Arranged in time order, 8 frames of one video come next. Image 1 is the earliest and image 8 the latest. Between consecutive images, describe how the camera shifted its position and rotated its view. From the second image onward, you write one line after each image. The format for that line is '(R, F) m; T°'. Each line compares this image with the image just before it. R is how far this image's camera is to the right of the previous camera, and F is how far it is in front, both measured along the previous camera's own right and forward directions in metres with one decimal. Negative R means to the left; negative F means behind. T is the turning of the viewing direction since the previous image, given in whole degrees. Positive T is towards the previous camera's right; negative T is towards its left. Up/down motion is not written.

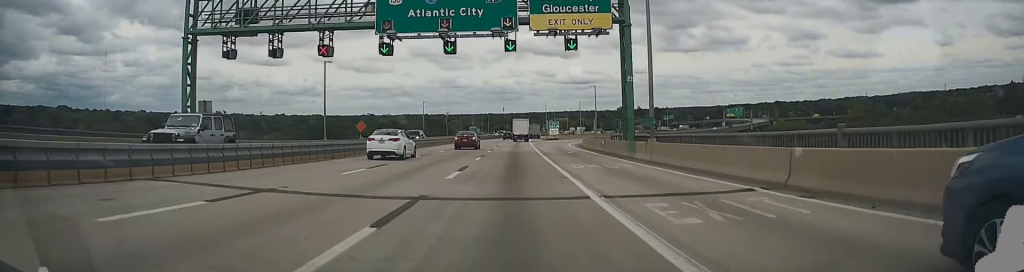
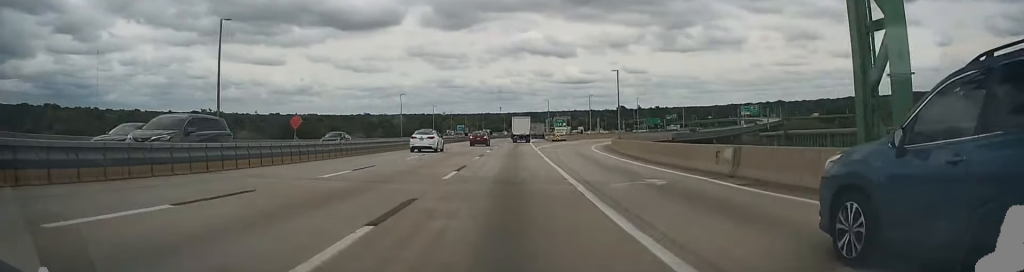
(-0.1, +24.3) m; 0°
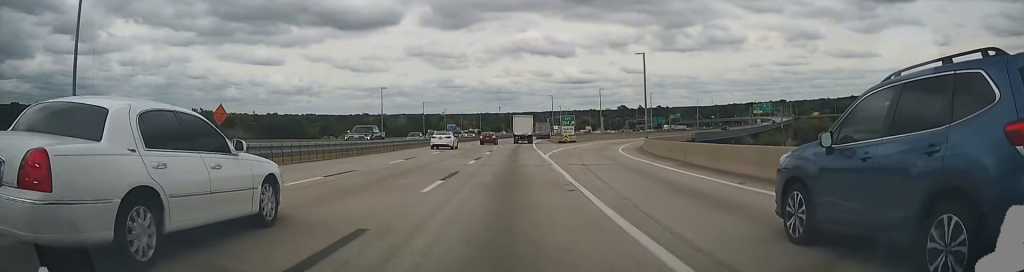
(0.0, +16.2) m; 0°
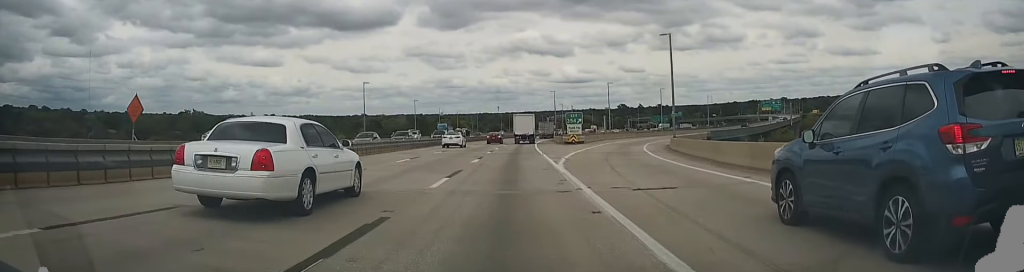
(-0.1, +11.3) m; +1°
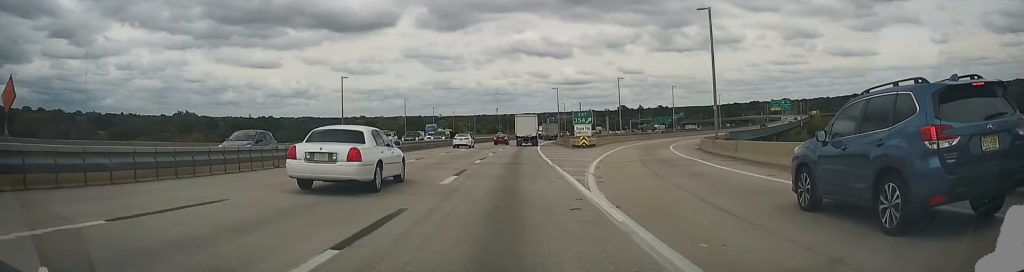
(+0.2, +10.8) m; +1°
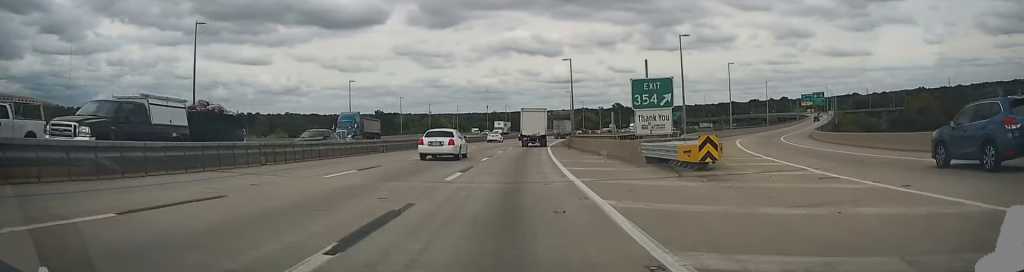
(+0.1, +36.4) m; 0°
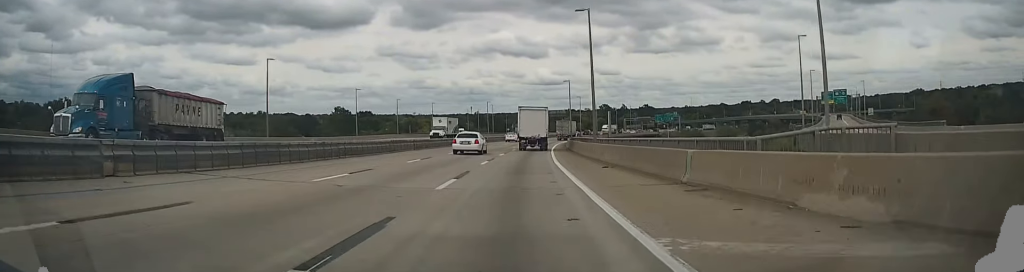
(+0.2, +25.9) m; +2°
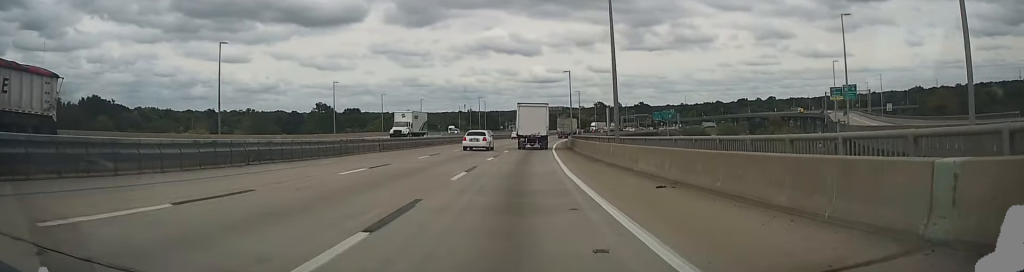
(+0.1, +9.4) m; 0°
